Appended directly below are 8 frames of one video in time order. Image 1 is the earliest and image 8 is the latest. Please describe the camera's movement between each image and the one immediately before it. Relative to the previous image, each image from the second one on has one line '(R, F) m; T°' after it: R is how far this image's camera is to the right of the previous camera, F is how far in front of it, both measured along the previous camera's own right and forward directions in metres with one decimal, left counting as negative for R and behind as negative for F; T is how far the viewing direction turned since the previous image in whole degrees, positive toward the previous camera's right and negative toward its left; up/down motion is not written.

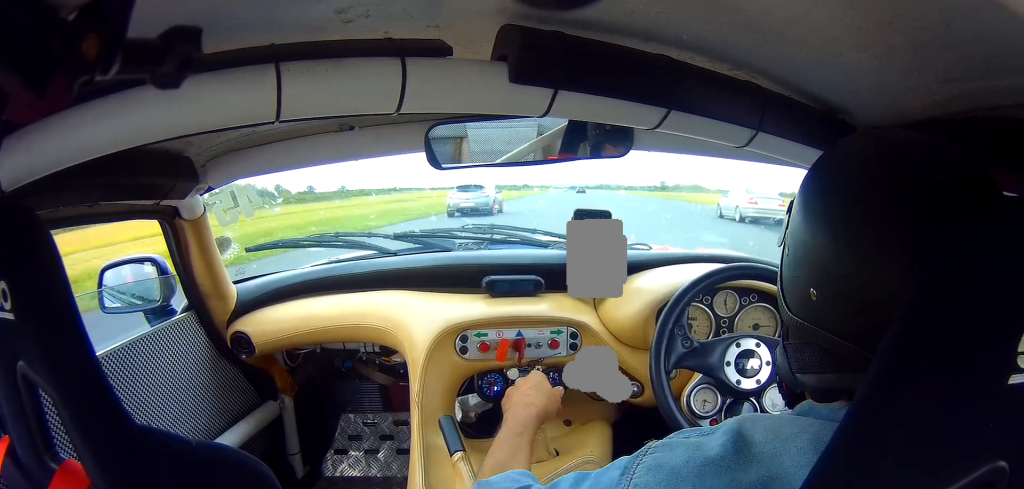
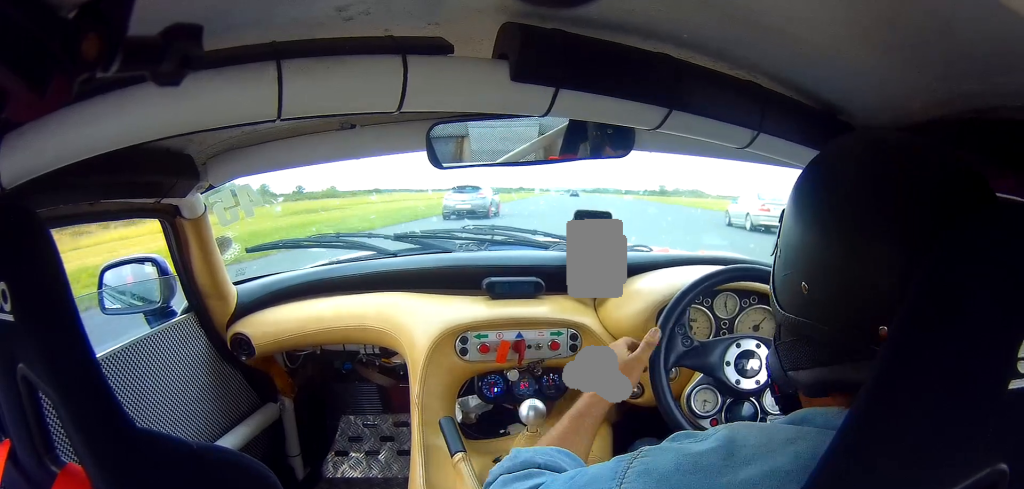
(0.0, +21.6) m; 0°
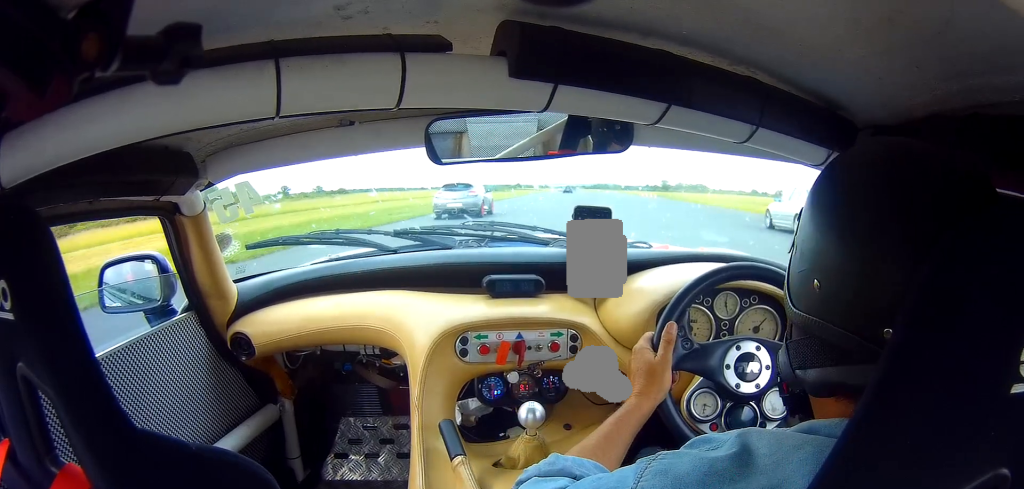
(+0.1, +33.2) m; 0°
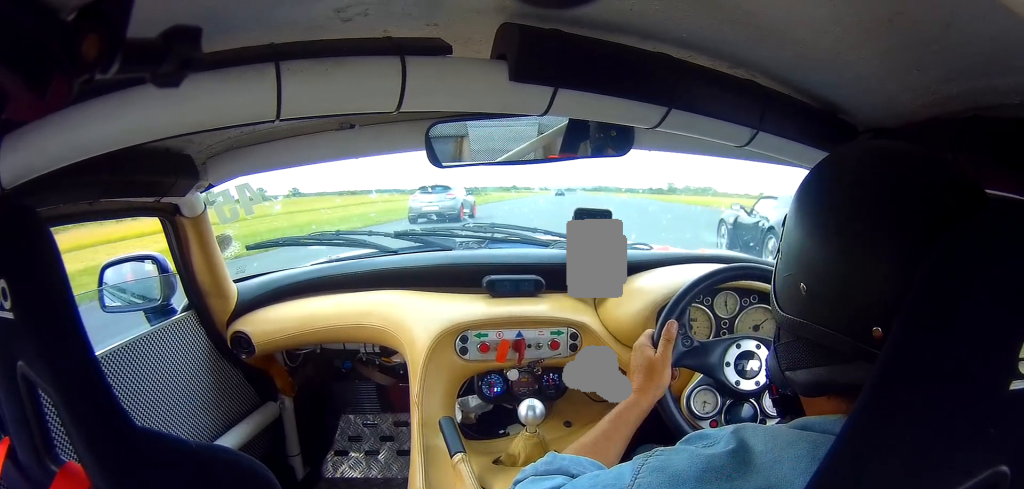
(-0.1, +53.0) m; 0°
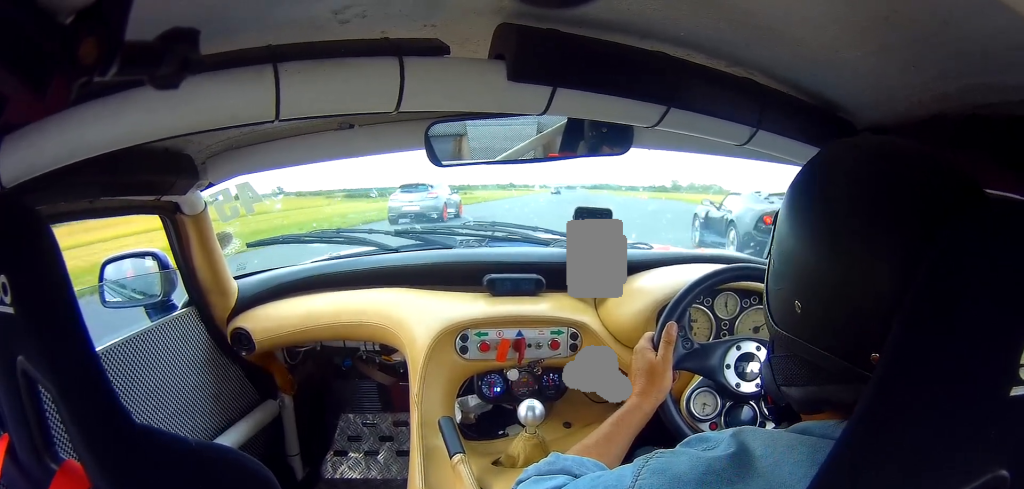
(+0.3, +31.2) m; 0°
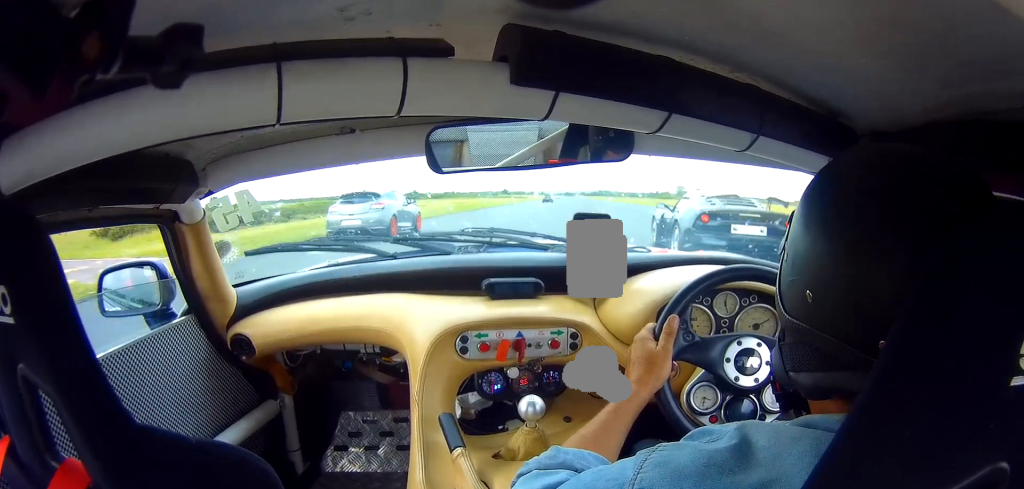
(+0.1, +49.6) m; +1°
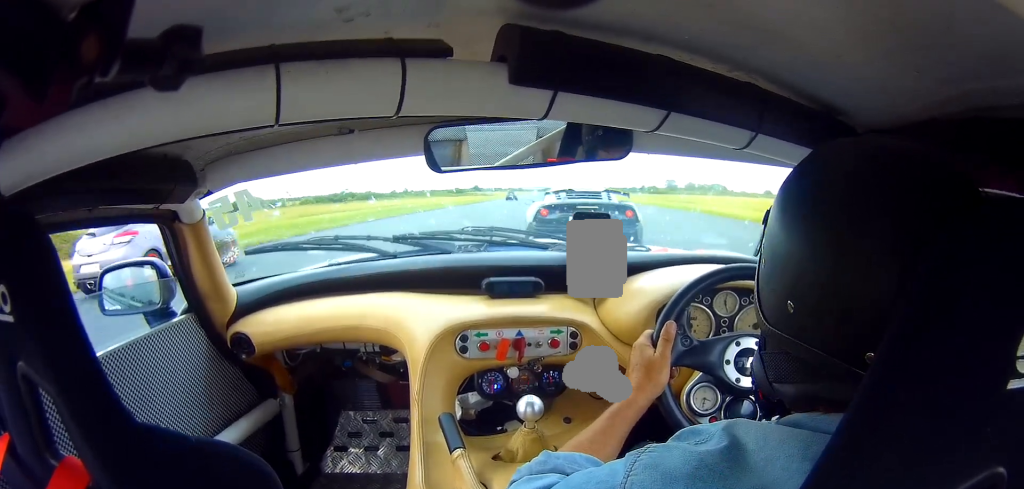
(+0.7, +64.4) m; +1°
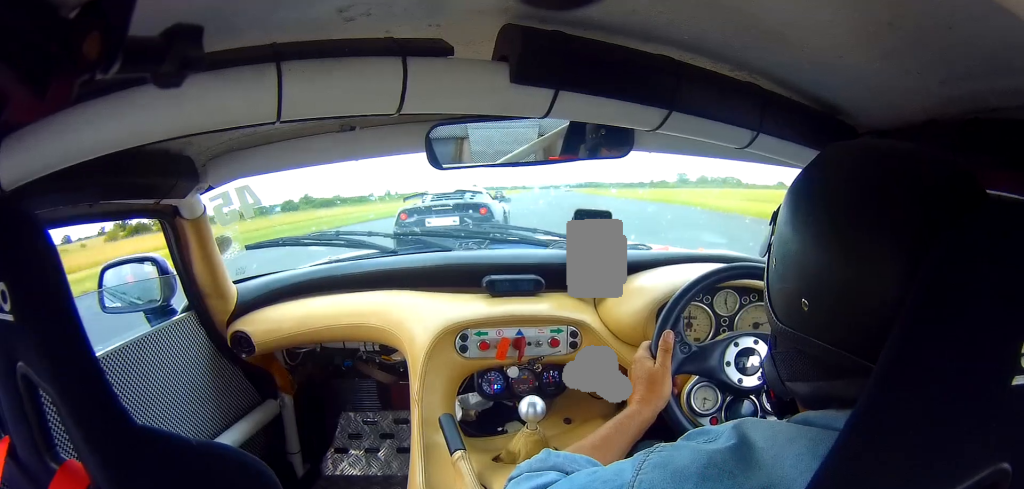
(0.0, +37.9) m; 0°
